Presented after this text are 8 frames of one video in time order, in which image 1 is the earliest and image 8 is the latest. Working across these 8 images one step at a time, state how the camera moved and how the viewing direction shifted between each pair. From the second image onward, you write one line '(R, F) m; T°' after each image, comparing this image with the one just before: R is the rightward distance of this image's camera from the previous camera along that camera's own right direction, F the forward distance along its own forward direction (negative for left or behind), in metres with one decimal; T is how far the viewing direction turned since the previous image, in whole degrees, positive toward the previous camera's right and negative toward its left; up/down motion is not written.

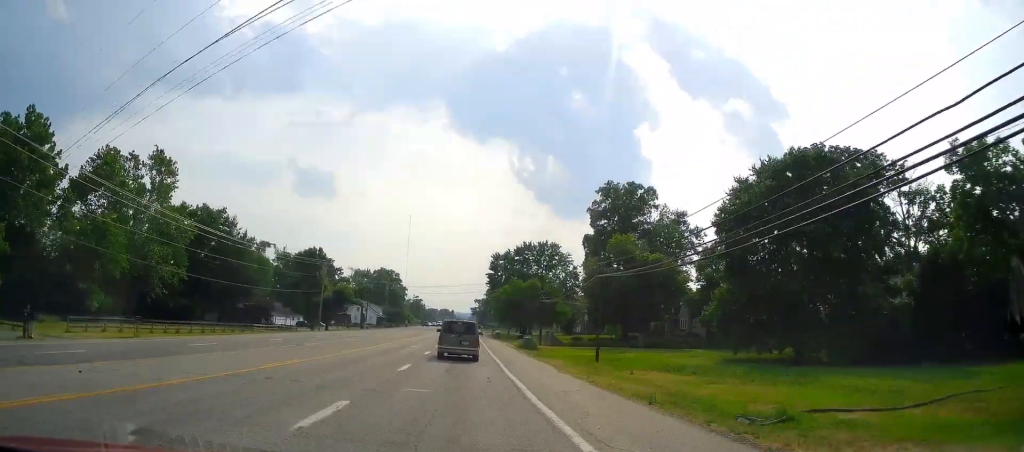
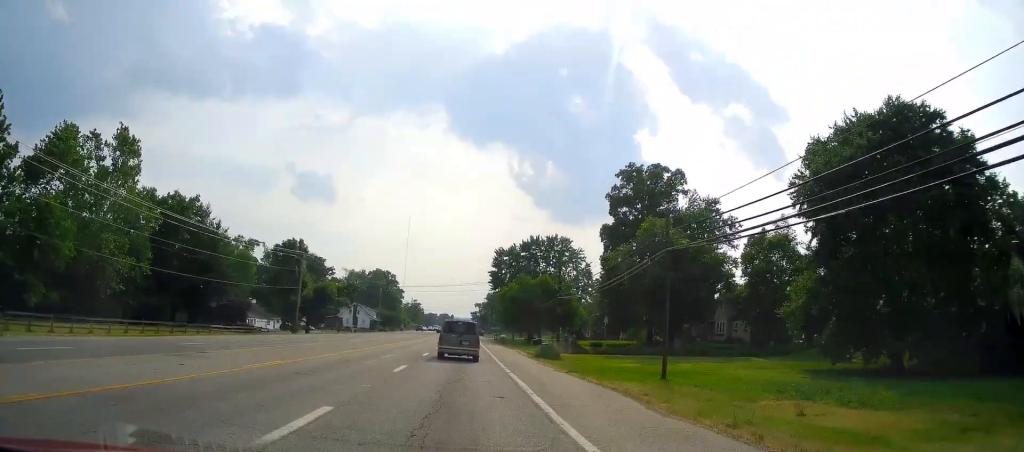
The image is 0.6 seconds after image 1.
(0.0, +13.1) m; 0°
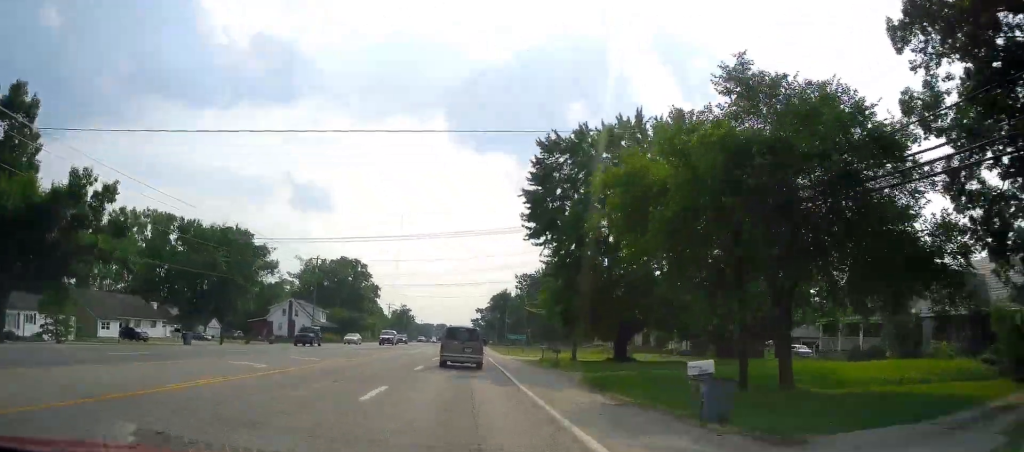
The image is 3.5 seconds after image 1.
(-1.2, +66.5) m; -1°
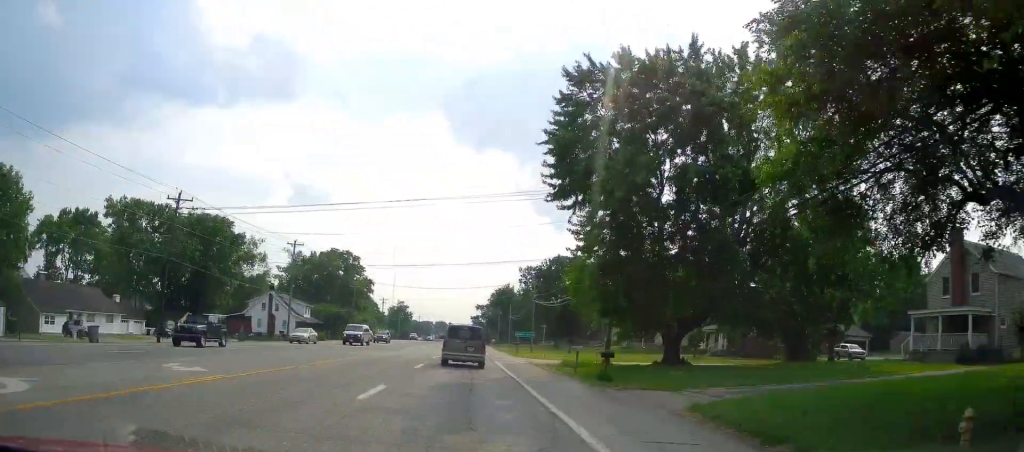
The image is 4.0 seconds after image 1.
(+0.1, +12.2) m; 0°
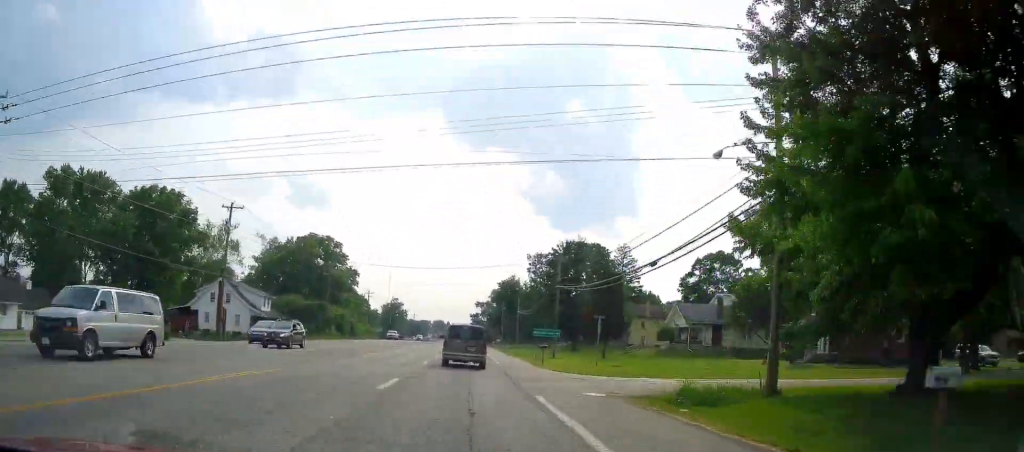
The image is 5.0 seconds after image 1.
(+0.1, +22.1) m; 0°
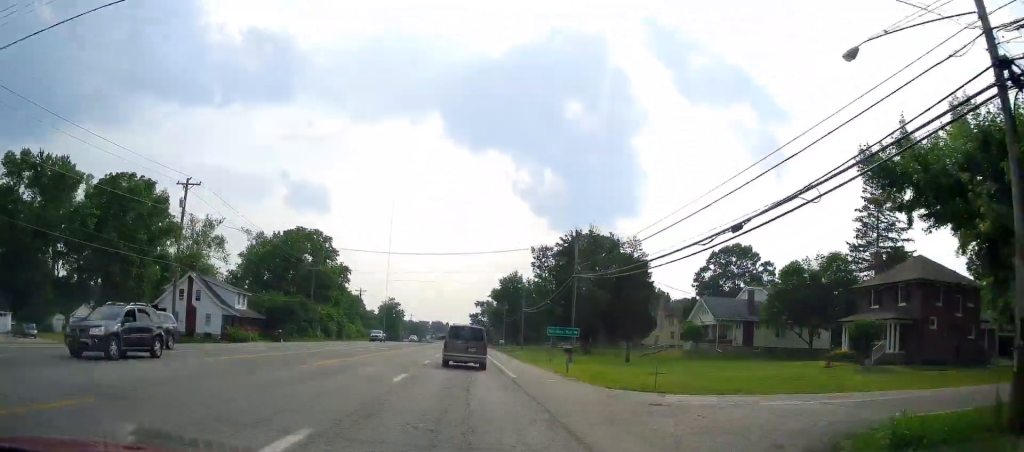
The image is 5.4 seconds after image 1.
(0.0, +9.9) m; 0°
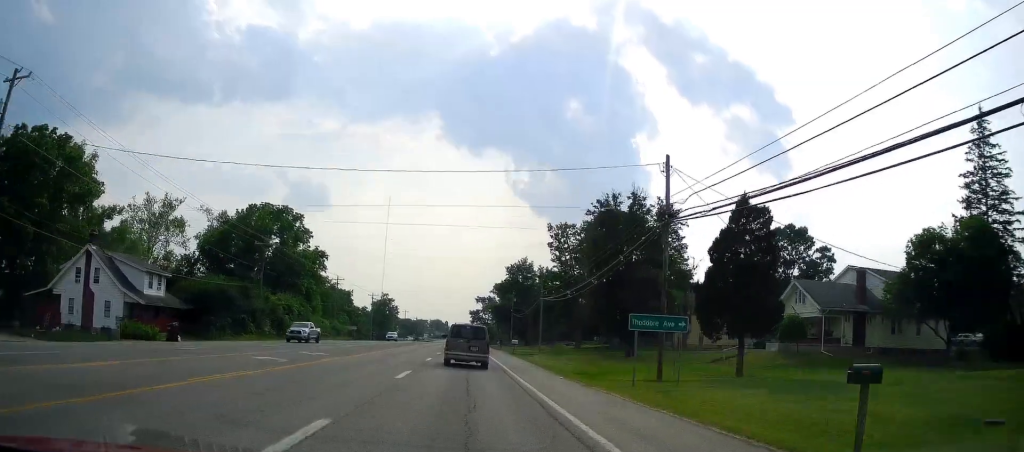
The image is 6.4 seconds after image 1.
(-0.2, +23.2) m; 0°
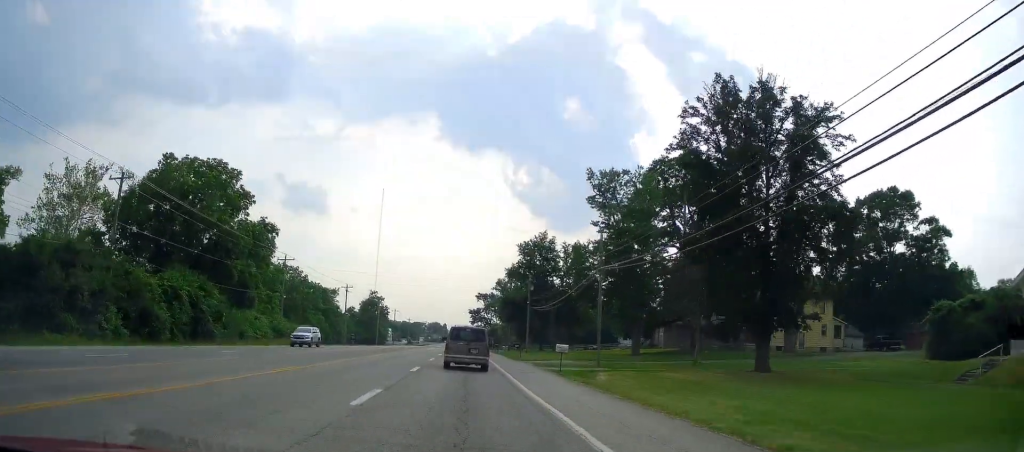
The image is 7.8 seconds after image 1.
(0.0, +30.6) m; 0°
